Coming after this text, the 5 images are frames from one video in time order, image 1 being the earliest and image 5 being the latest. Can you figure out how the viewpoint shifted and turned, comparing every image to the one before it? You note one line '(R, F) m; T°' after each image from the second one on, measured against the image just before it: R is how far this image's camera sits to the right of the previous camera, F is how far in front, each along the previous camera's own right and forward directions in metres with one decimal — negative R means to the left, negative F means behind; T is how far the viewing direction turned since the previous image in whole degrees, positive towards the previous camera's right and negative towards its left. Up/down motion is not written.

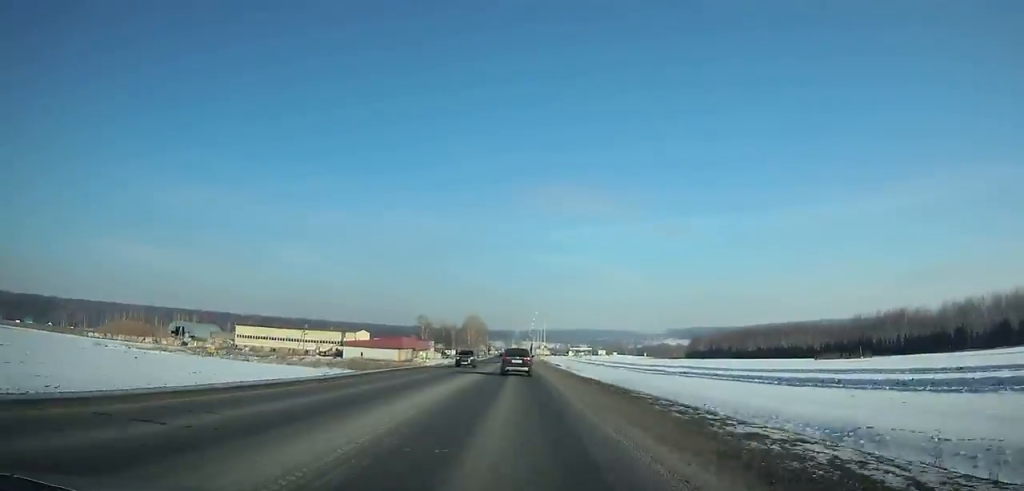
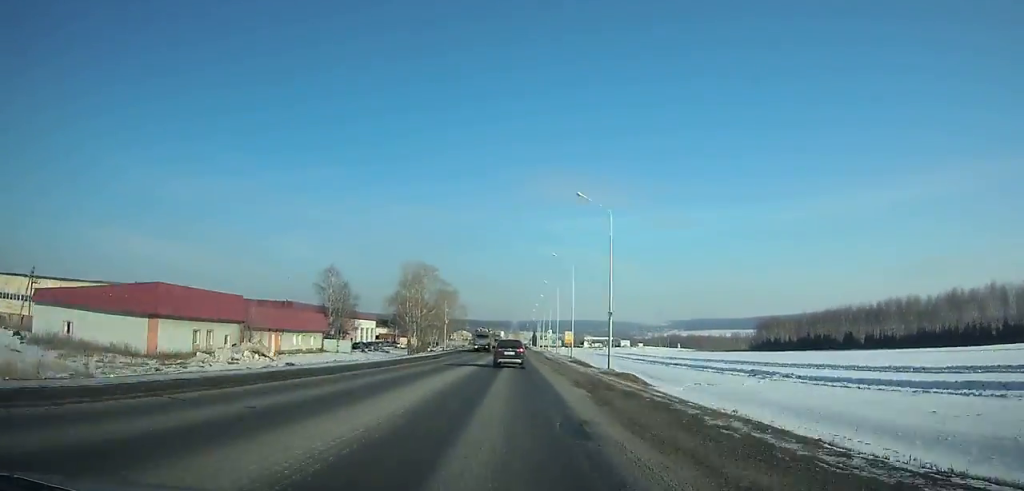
(+0.3, +108.0) m; 0°
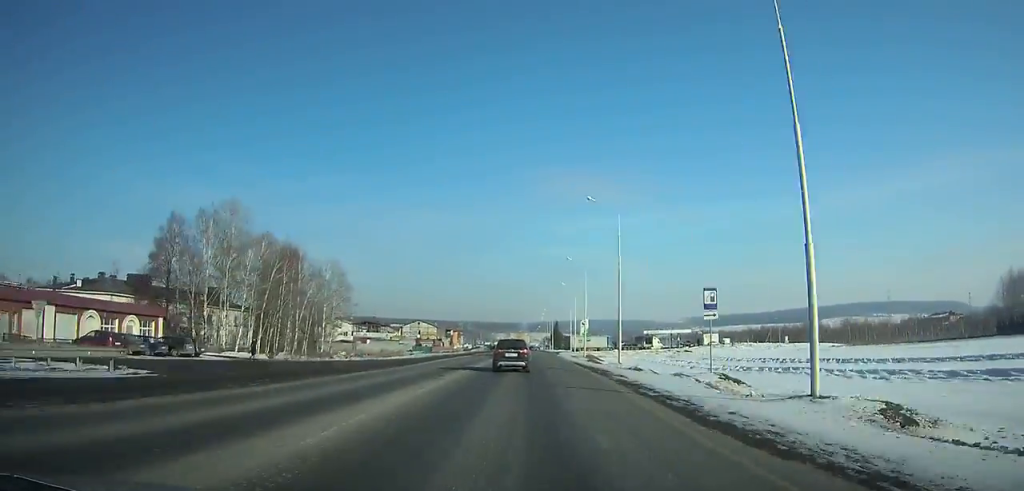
(-0.3, +146.4) m; 0°
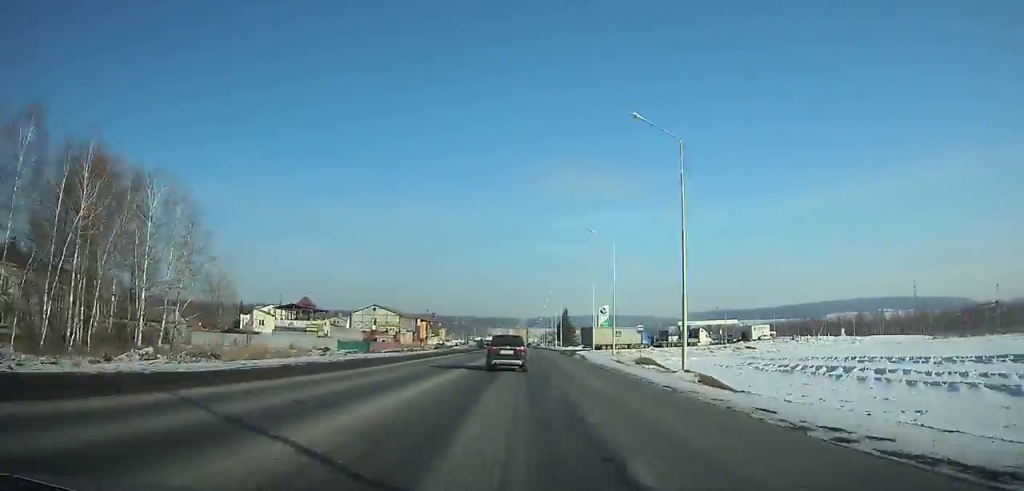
(0.0, +44.2) m; 0°
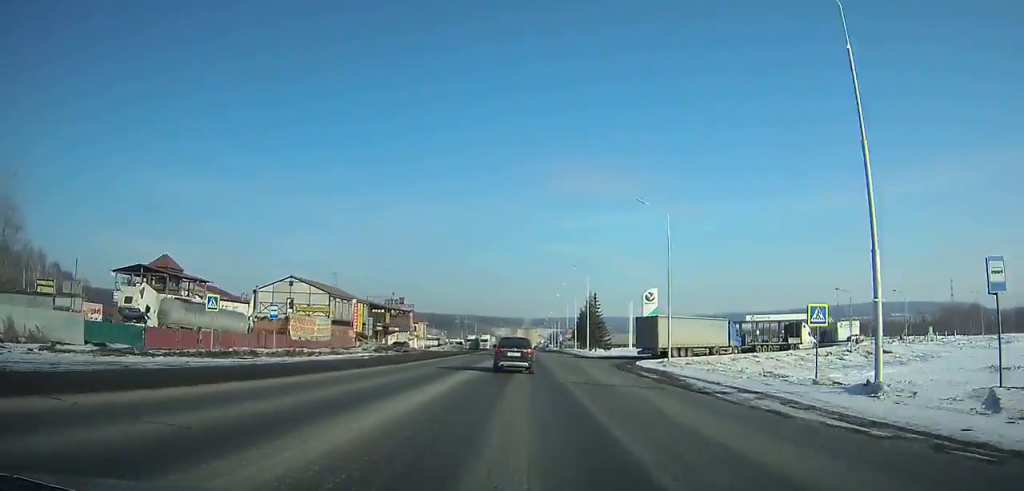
(-0.2, +44.2) m; 0°
